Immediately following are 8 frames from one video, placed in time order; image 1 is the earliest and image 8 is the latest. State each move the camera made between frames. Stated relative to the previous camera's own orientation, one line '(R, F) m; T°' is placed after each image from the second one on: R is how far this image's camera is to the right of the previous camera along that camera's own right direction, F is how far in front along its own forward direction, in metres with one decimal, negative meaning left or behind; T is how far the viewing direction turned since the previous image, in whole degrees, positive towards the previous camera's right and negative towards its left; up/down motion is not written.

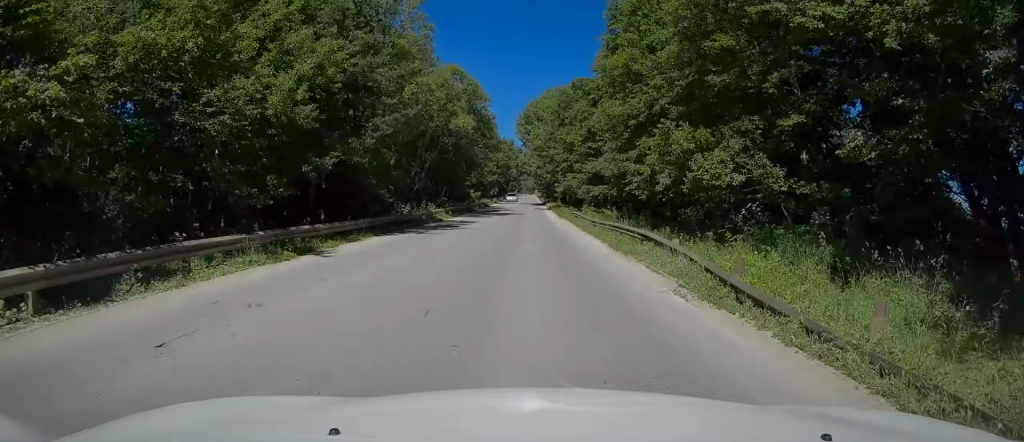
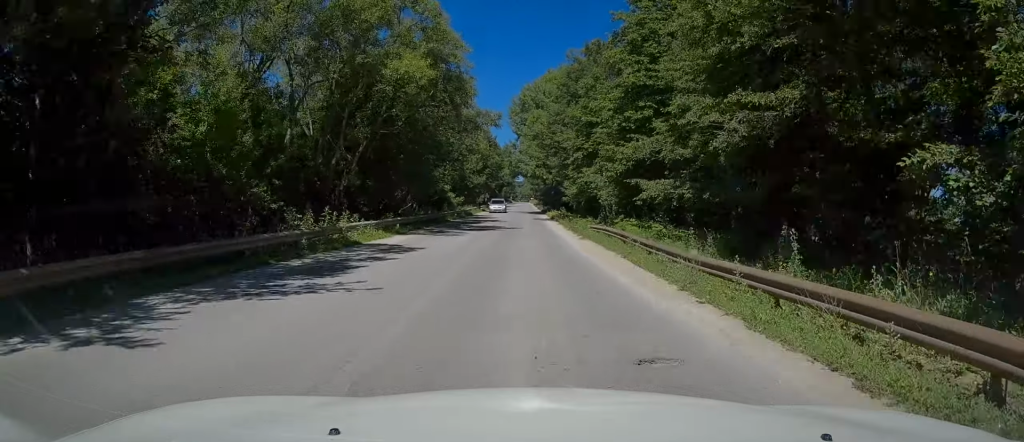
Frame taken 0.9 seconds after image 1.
(+0.2, +16.9) m; +1°
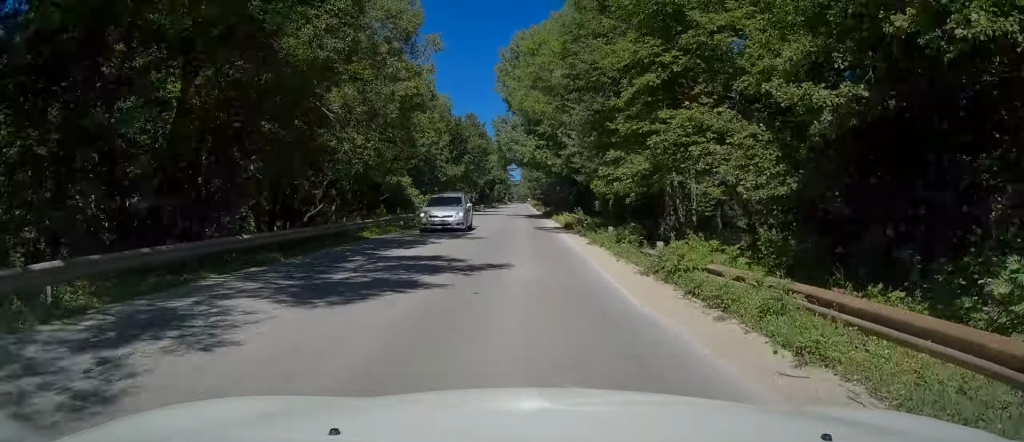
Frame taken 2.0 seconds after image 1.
(0.0, +20.9) m; 0°
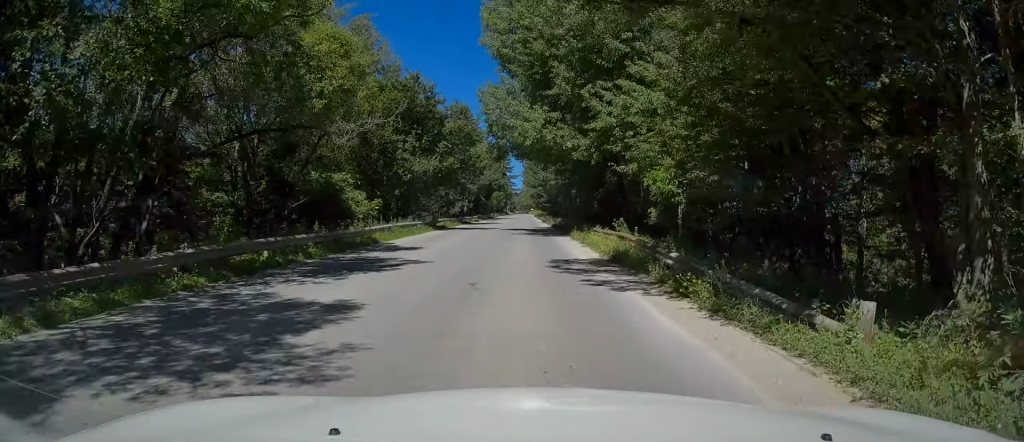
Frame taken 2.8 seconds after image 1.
(0.0, +16.1) m; 0°
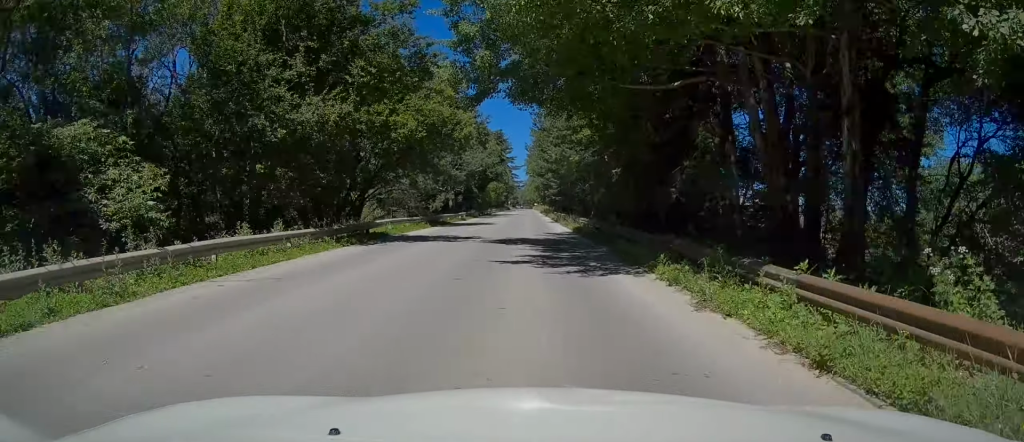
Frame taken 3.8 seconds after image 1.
(0.0, +18.2) m; 0°
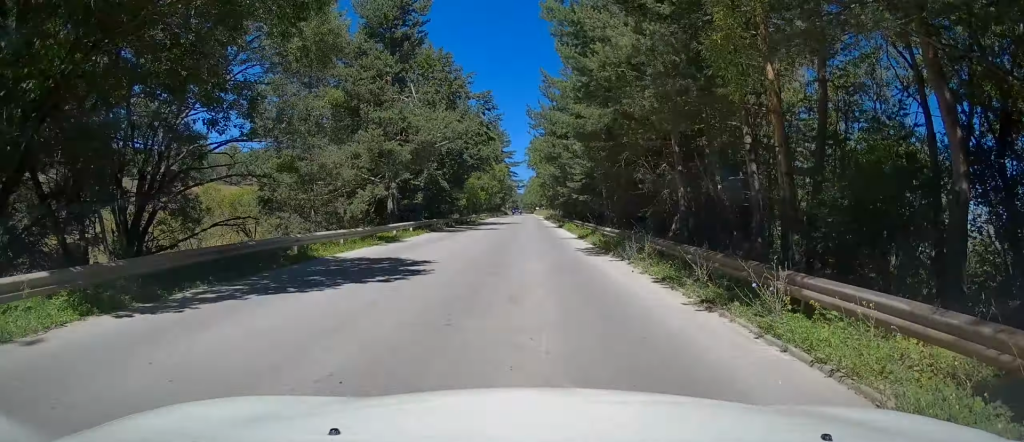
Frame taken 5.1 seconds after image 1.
(0.0, +26.6) m; 0°
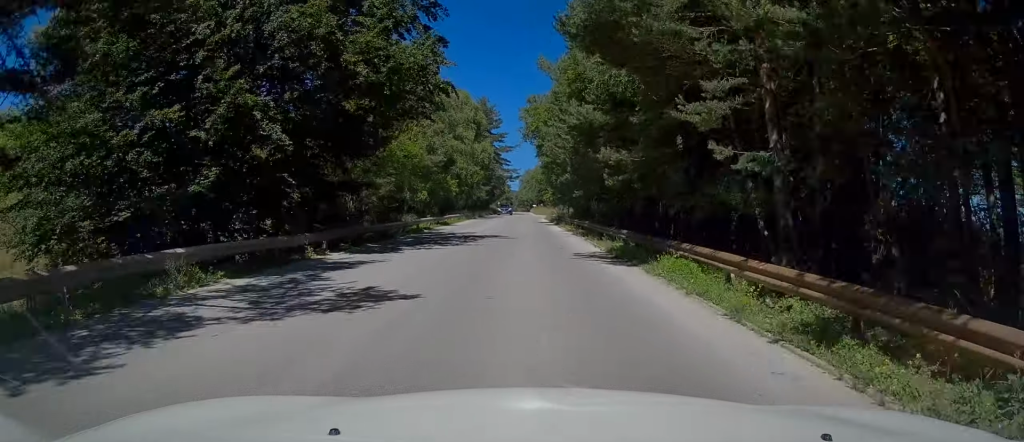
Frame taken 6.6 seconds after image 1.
(0.0, +27.8) m; 0°
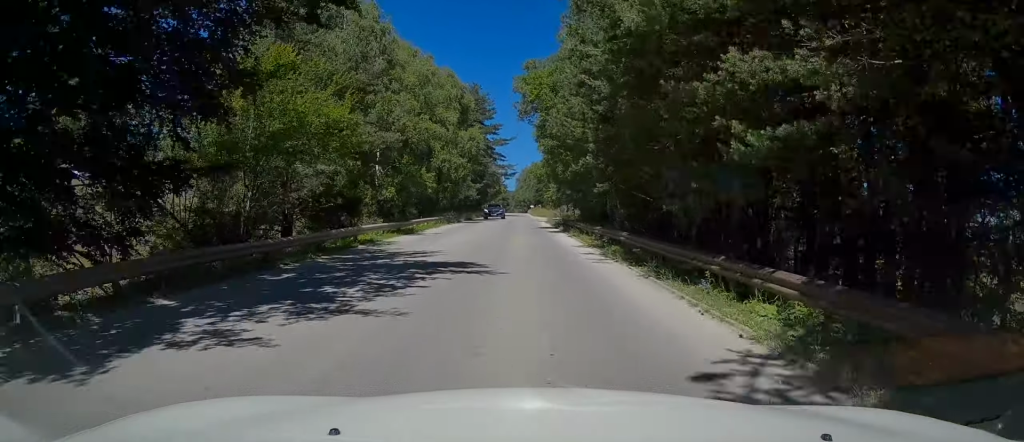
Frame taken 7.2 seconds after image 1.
(0.0, +11.6) m; +1°
